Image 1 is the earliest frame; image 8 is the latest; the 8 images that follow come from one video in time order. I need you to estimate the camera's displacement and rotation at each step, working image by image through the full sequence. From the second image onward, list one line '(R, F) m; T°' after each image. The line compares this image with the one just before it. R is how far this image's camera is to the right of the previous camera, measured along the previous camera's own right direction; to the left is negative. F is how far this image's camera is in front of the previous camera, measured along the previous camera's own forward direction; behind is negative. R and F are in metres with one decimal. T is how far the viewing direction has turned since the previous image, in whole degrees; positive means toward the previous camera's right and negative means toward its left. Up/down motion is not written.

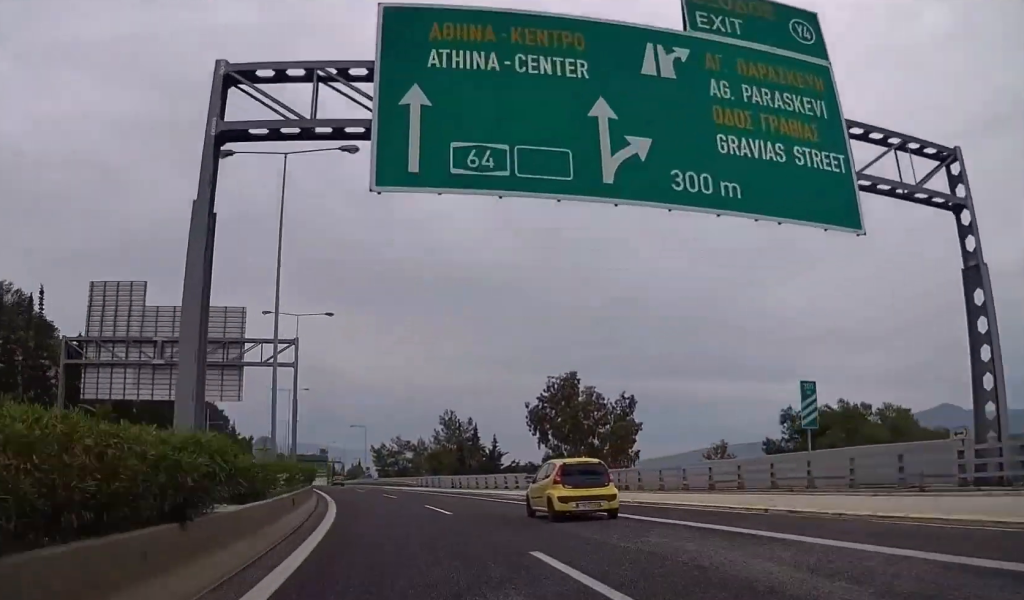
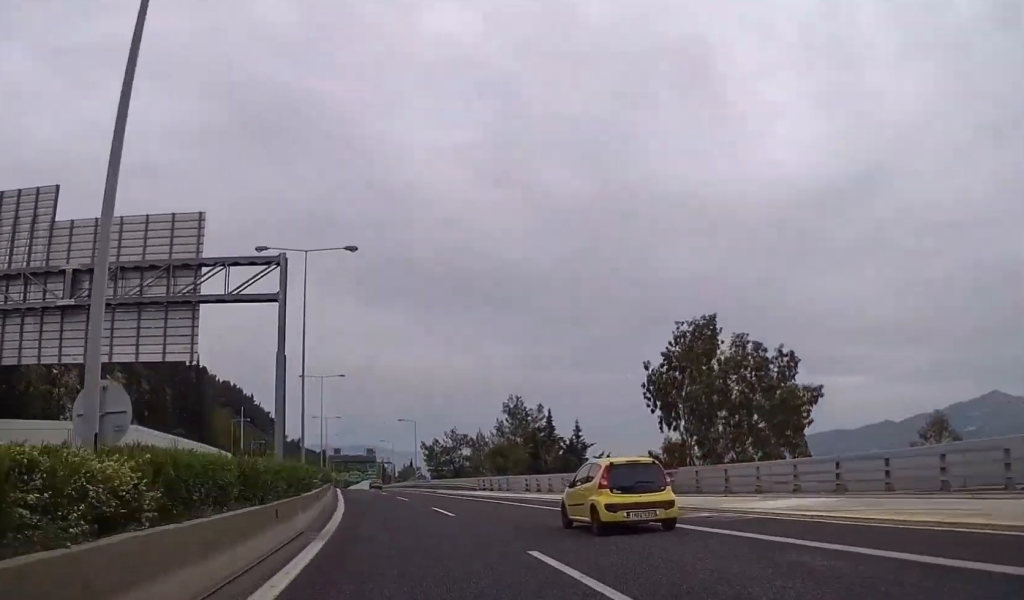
(-0.7, +18.0) m; -4°
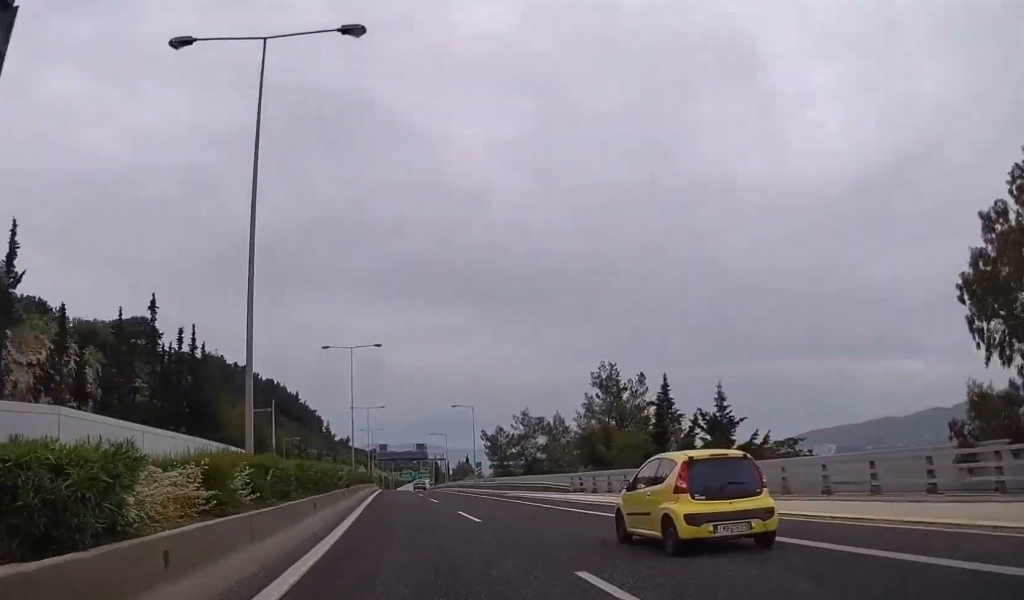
(-0.8, +21.5) m; -5°
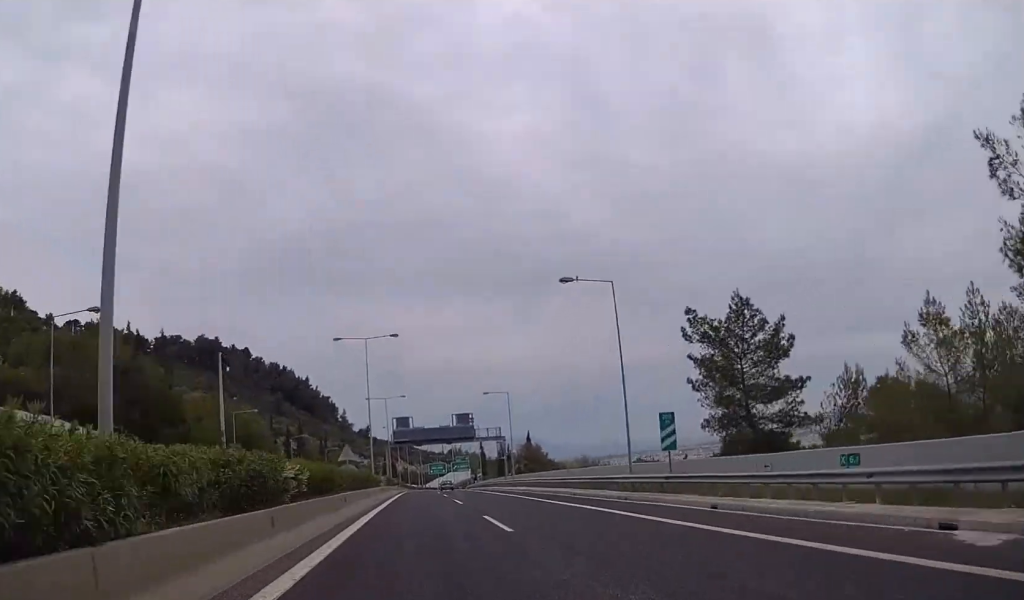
(-5.9, +58.6) m; -8°
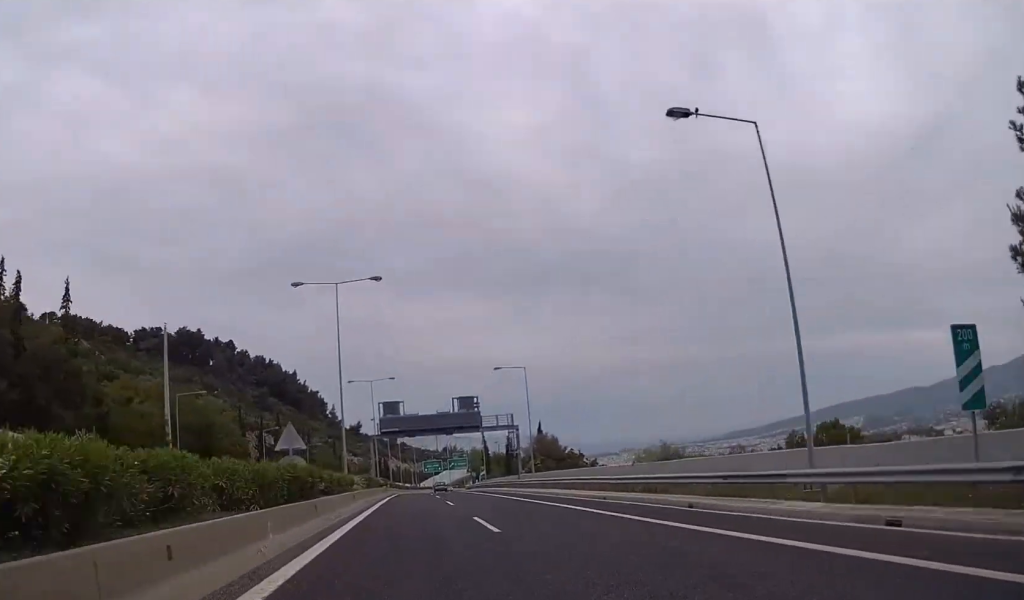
(-0.1, +18.1) m; 0°
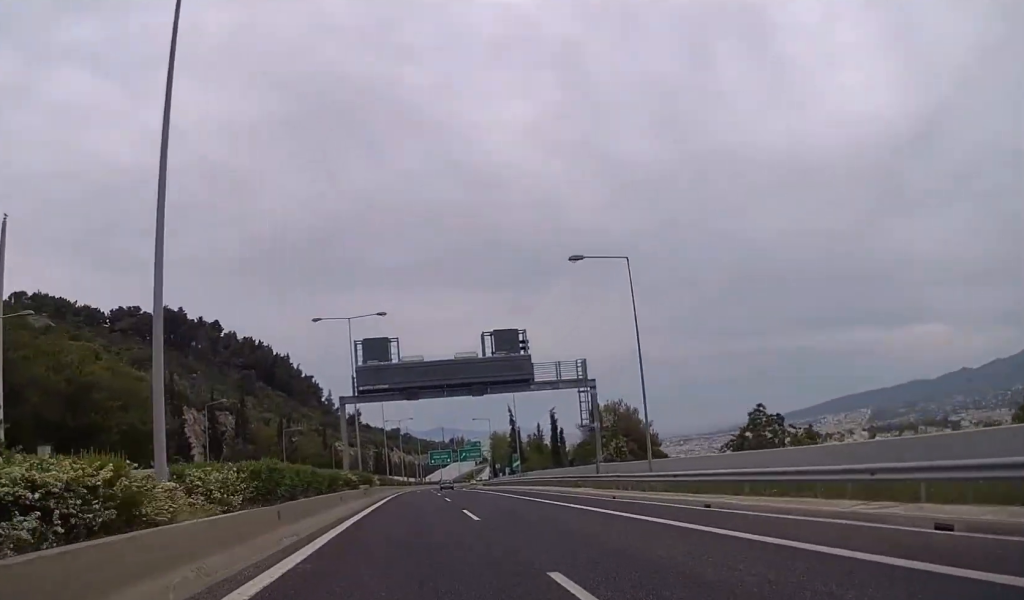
(+0.1, +32.1) m; +1°
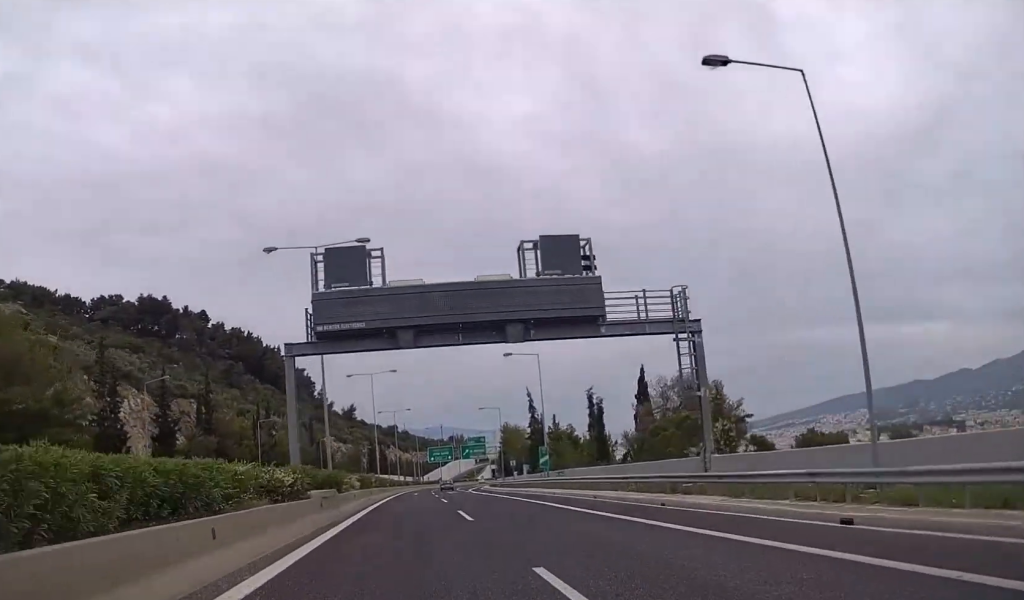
(+0.1, +16.7) m; +1°
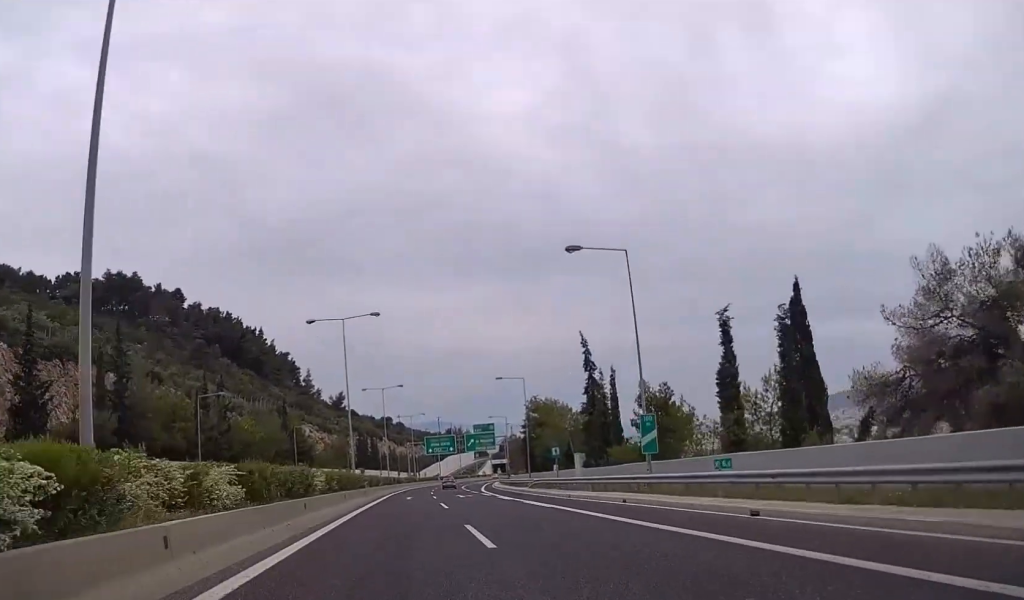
(+0.2, +26.4) m; 0°
